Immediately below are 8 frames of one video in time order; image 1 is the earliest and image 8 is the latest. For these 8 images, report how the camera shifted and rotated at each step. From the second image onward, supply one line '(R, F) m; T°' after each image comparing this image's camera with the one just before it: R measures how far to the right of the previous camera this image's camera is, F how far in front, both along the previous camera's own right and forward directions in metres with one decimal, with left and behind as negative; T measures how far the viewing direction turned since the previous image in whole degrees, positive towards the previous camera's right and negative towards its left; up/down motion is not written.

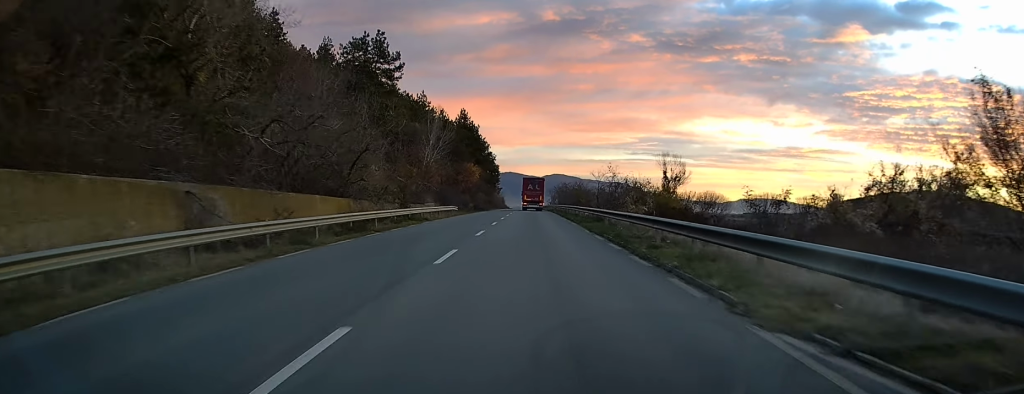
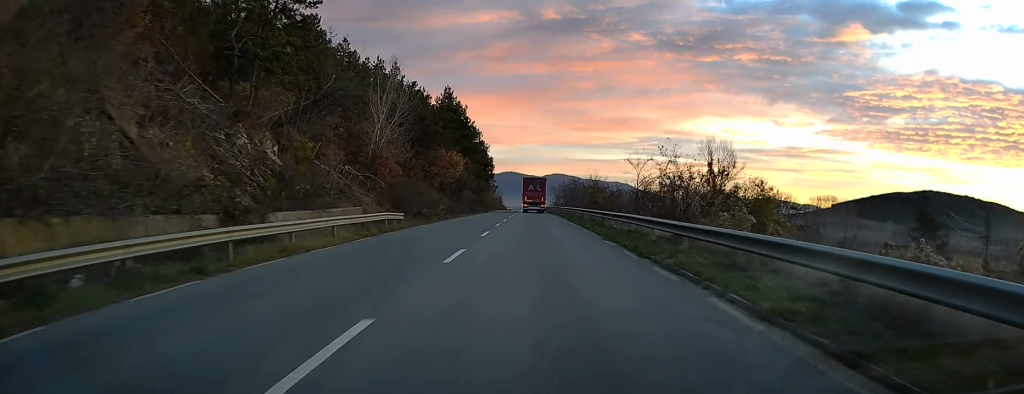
(-0.2, +26.4) m; 0°
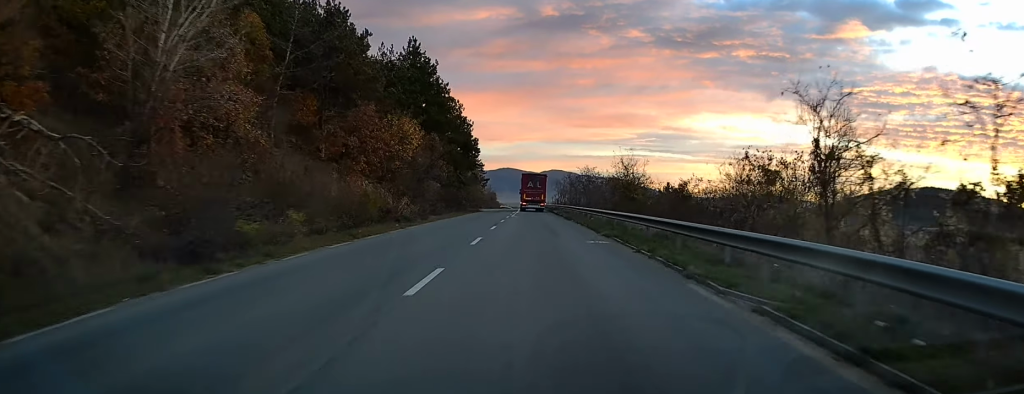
(+0.3, +31.0) m; +1°
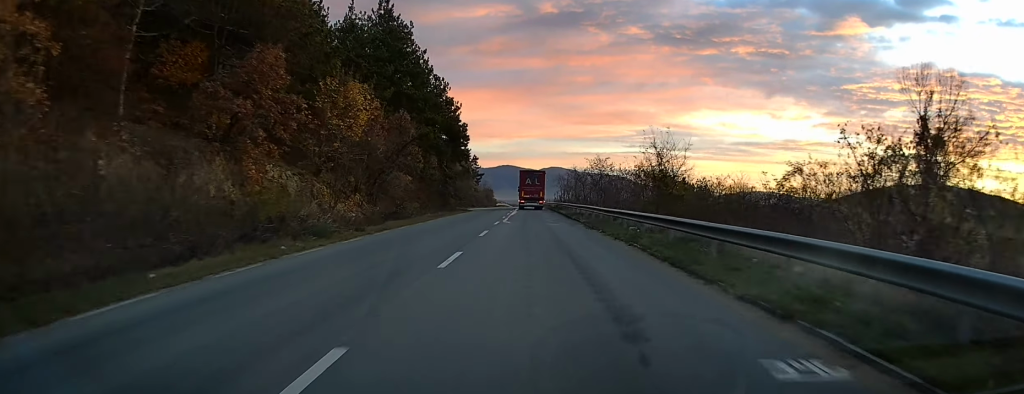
(+0.1, +14.9) m; 0°
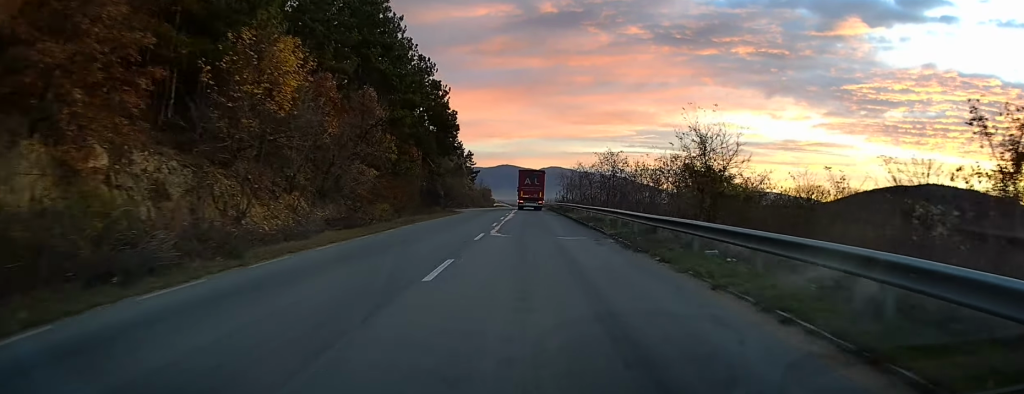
(0.0, +10.6) m; 0°
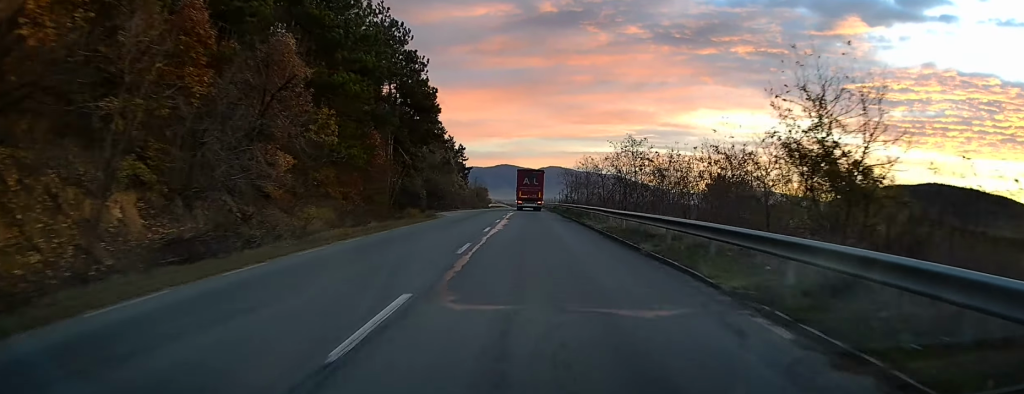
(0.0, +13.4) m; 0°
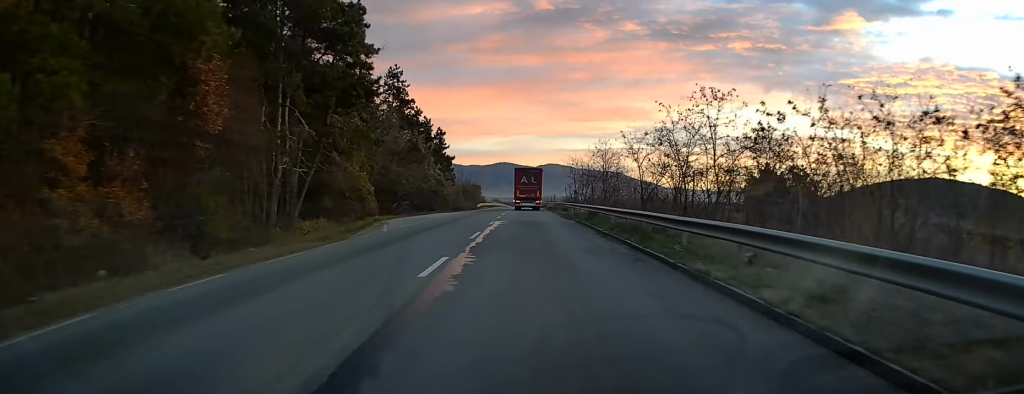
(-0.2, +22.2) m; 0°
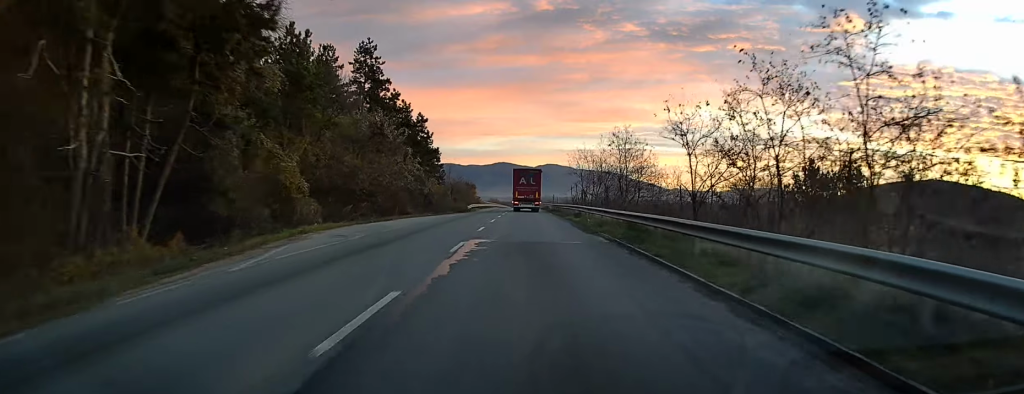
(+0.2, +13.6) m; +1°
